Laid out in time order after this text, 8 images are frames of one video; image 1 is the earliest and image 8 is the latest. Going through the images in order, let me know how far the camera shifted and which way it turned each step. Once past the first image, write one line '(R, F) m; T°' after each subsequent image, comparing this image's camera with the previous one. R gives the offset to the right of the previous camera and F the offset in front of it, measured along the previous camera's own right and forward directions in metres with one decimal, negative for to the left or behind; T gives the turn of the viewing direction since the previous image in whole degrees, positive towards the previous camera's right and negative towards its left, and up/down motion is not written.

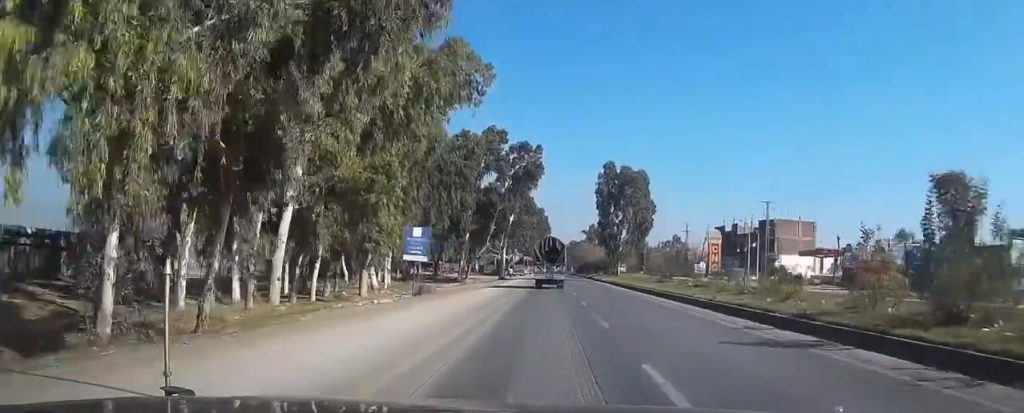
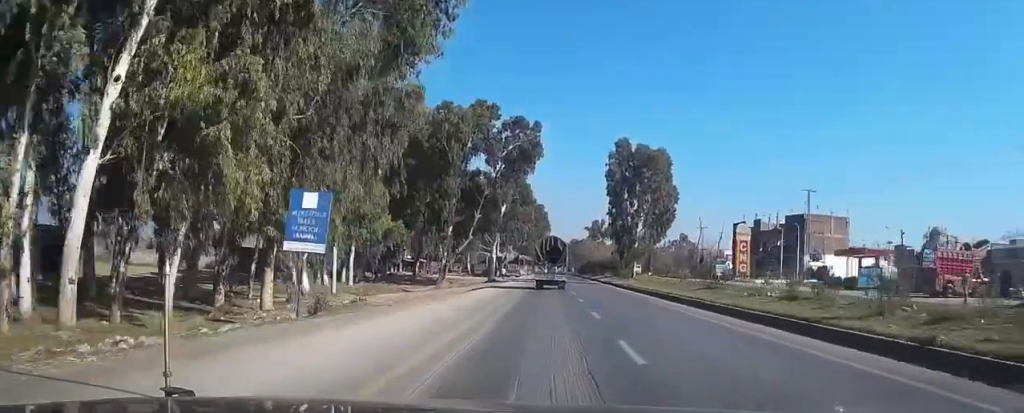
(0.0, +15.1) m; -1°
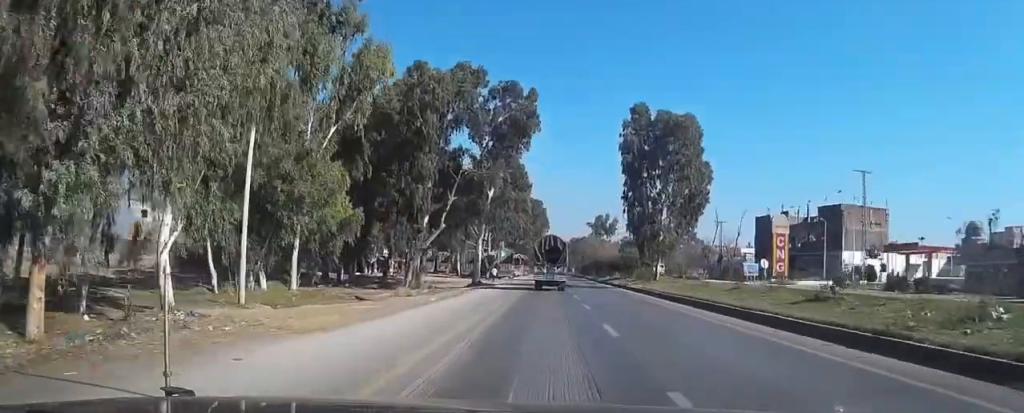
(-0.2, +15.0) m; 0°
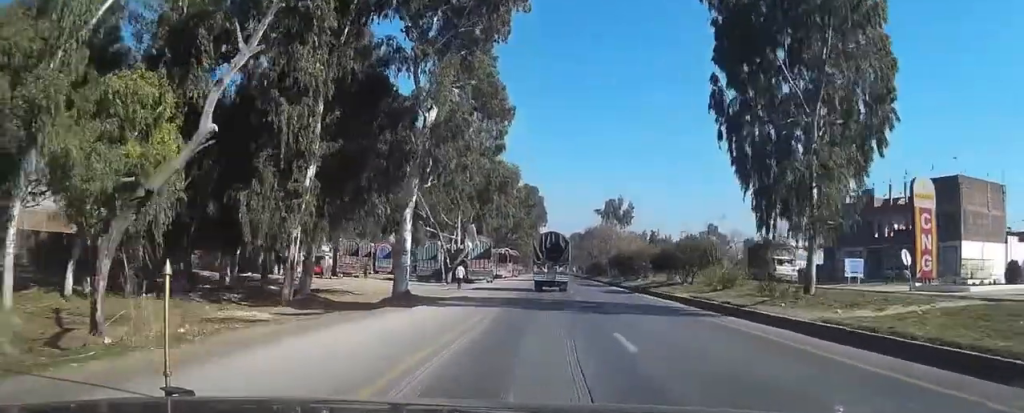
(+0.1, +29.7) m; 0°
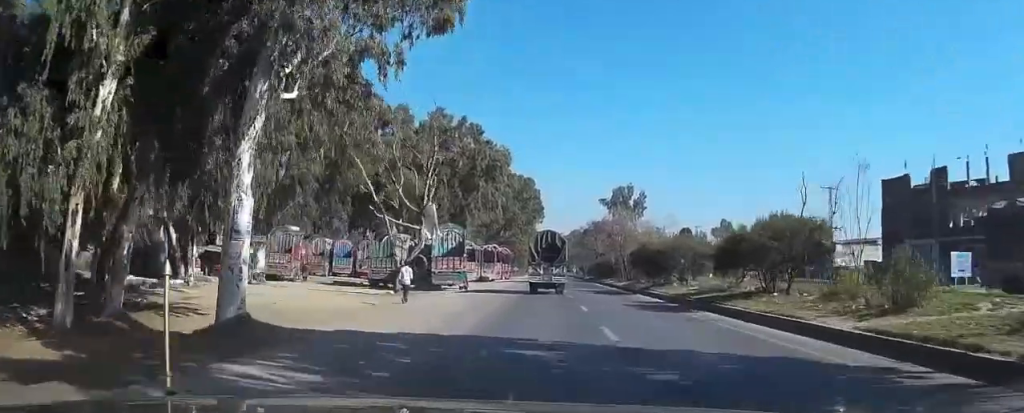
(0.0, +16.9) m; -1°
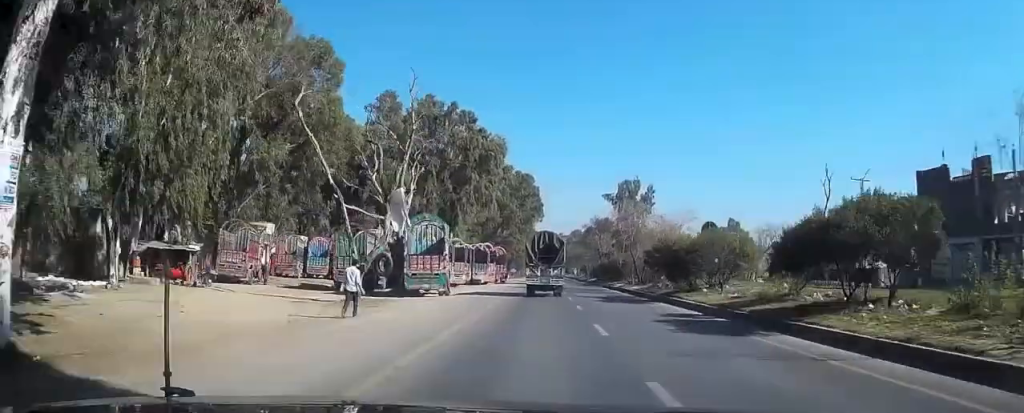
(-0.1, +7.8) m; 0°
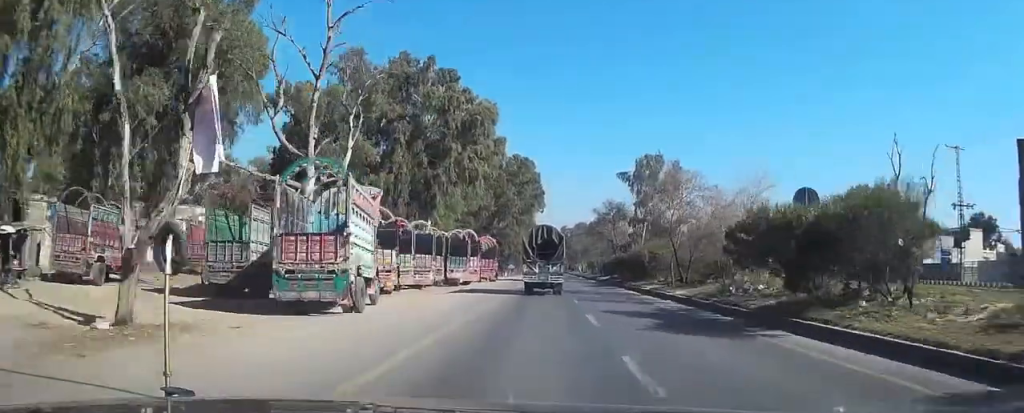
(0.0, +16.0) m; +1°
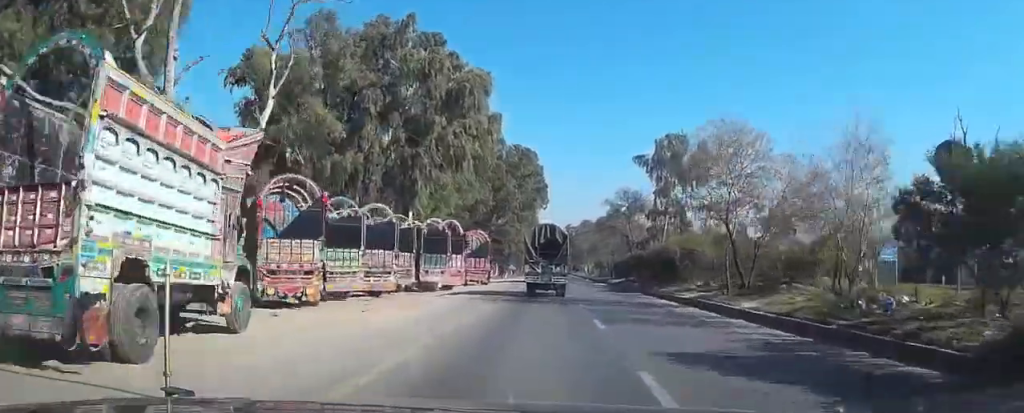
(+0.1, +10.2) m; +1°
